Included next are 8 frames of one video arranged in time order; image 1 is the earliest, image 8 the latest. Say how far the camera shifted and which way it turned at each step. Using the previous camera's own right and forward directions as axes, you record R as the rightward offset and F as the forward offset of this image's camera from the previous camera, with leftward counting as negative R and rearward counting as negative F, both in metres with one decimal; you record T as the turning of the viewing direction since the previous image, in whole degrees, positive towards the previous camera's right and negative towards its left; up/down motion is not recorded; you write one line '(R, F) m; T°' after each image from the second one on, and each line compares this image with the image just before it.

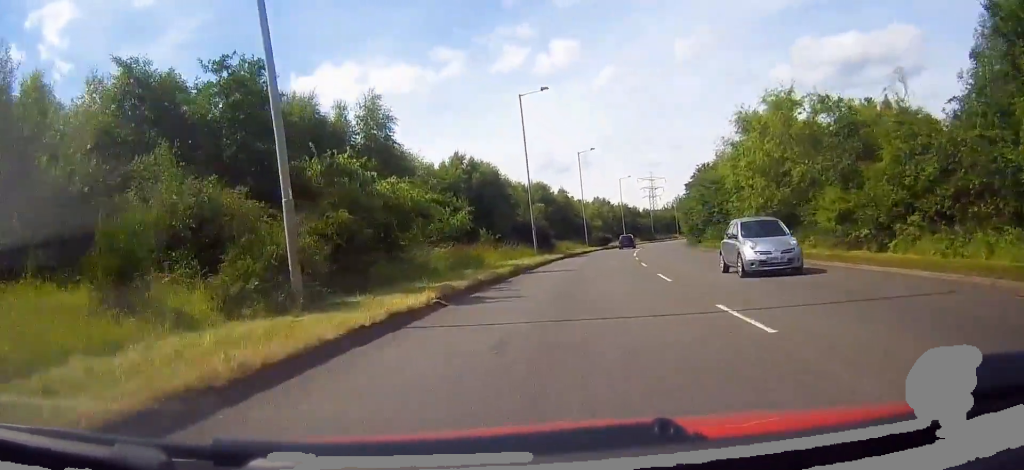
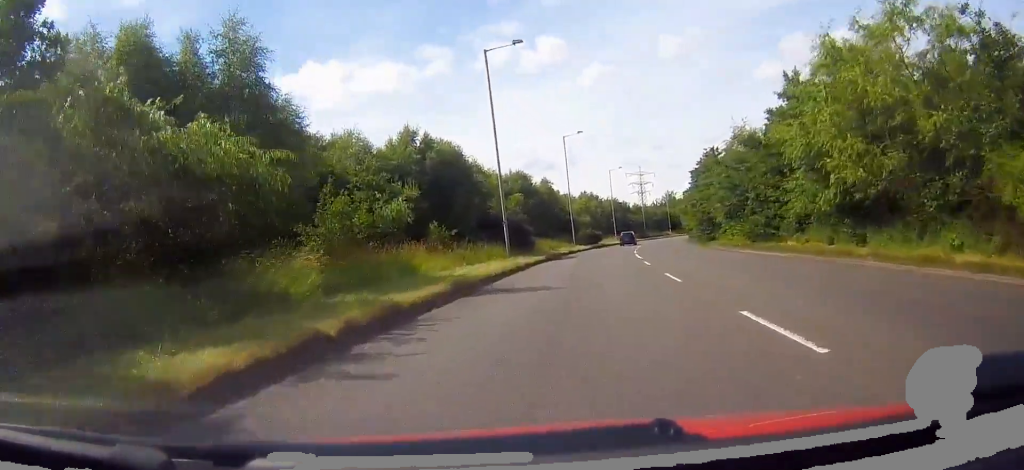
(+0.2, +11.2) m; +1°
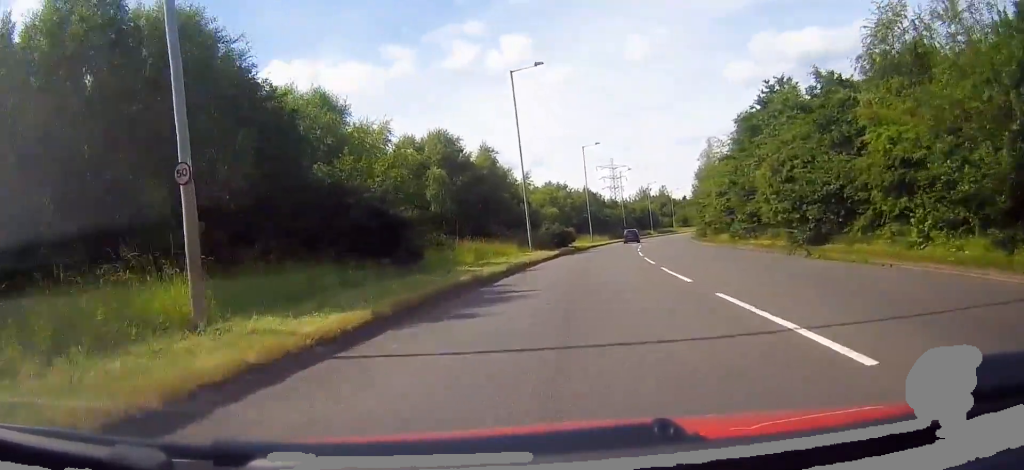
(+0.8, +28.0) m; +3°
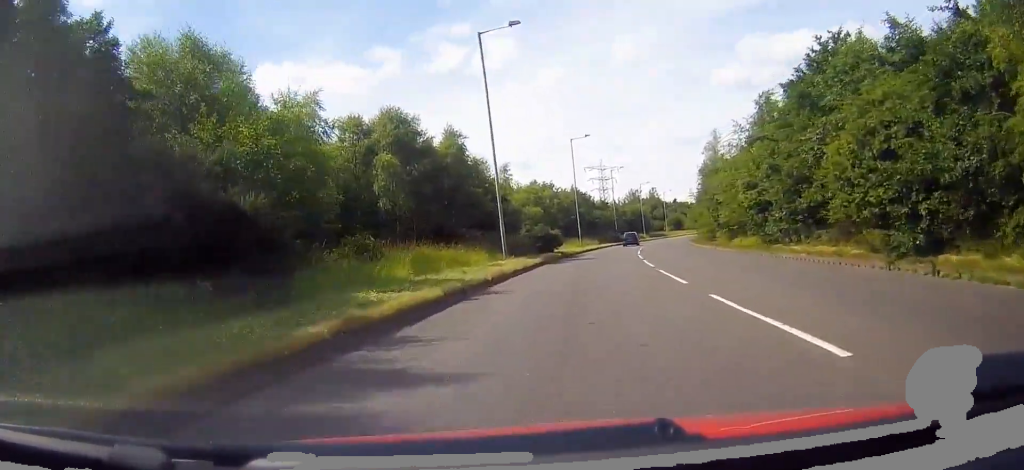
(0.0, +9.1) m; +1°
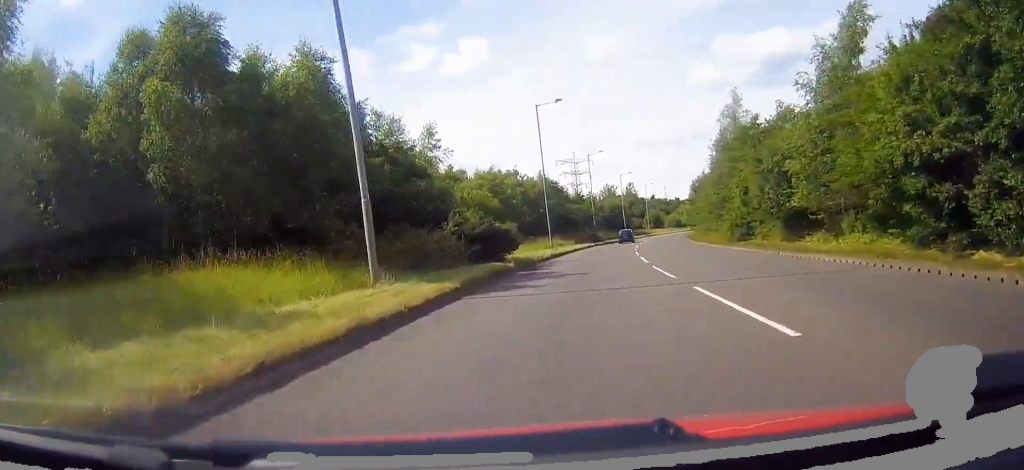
(+0.4, +18.0) m; +2°
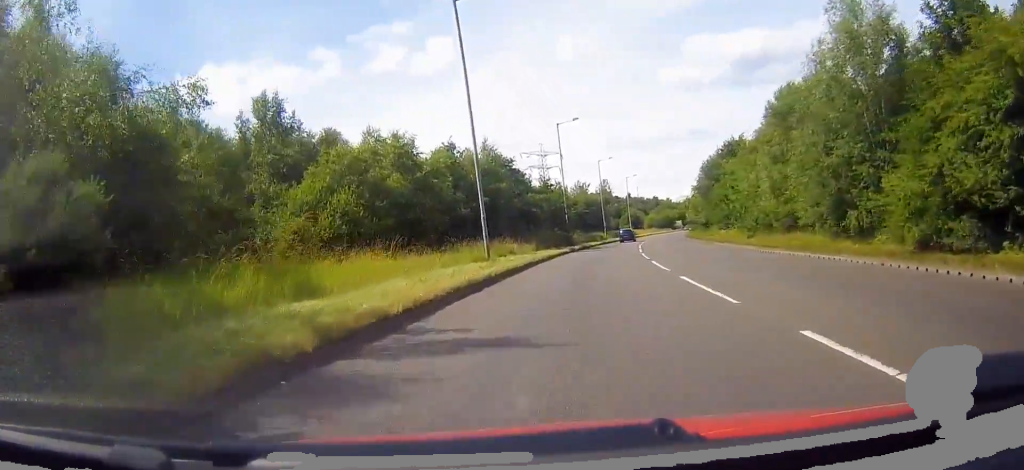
(+0.6, +25.3) m; +3°
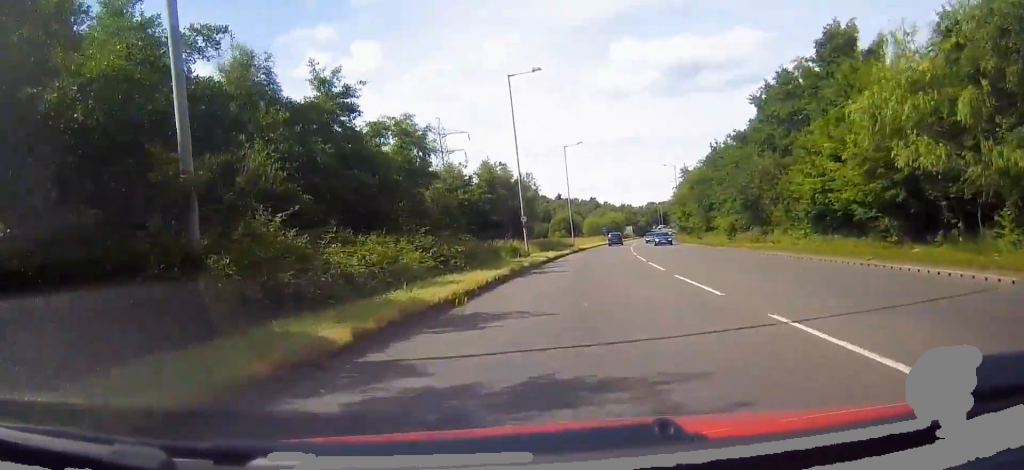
(+2.6, +55.3) m; +7°
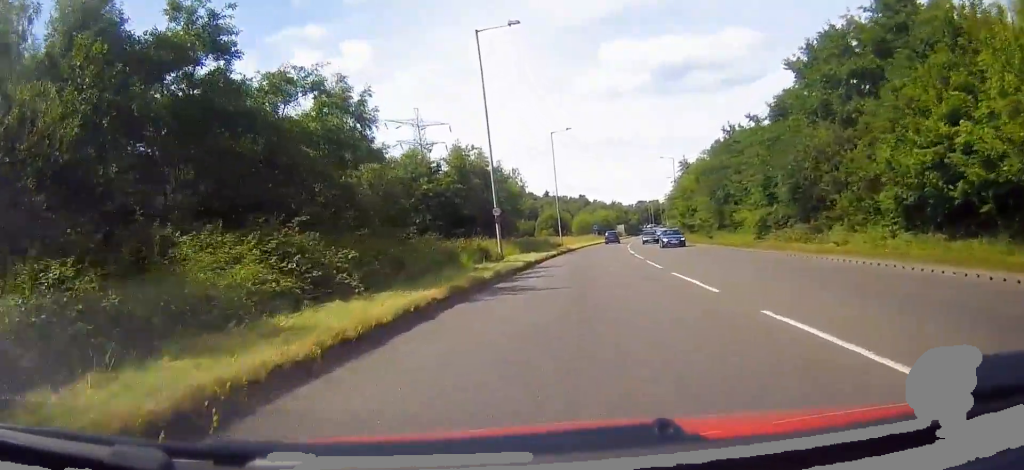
(+0.2, +9.3) m; +1°
